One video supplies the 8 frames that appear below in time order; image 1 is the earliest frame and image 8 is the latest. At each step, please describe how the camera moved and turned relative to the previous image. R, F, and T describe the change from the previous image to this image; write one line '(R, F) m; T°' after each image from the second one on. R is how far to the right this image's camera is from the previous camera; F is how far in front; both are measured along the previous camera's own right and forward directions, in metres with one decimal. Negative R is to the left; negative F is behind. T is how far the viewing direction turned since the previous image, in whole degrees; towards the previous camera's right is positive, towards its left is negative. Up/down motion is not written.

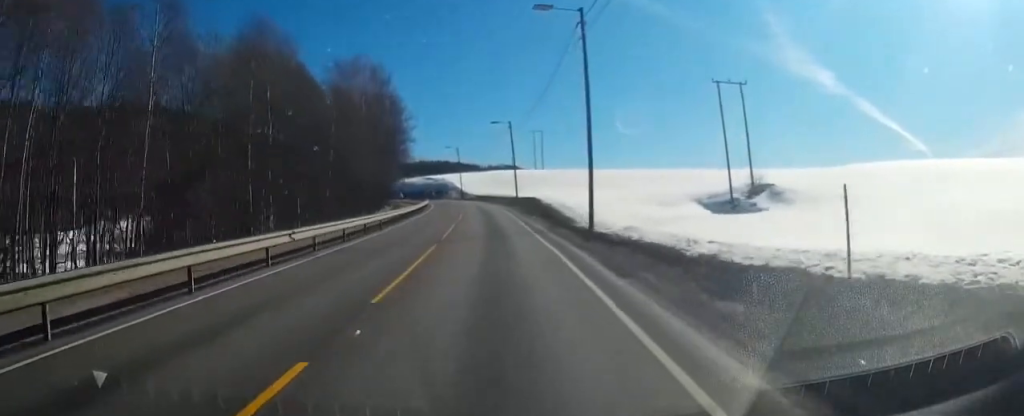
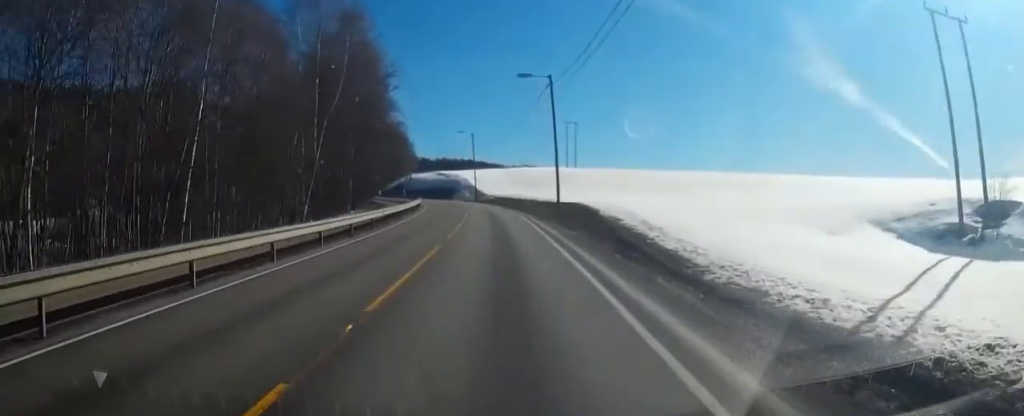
(-0.7, +24.0) m; -3°
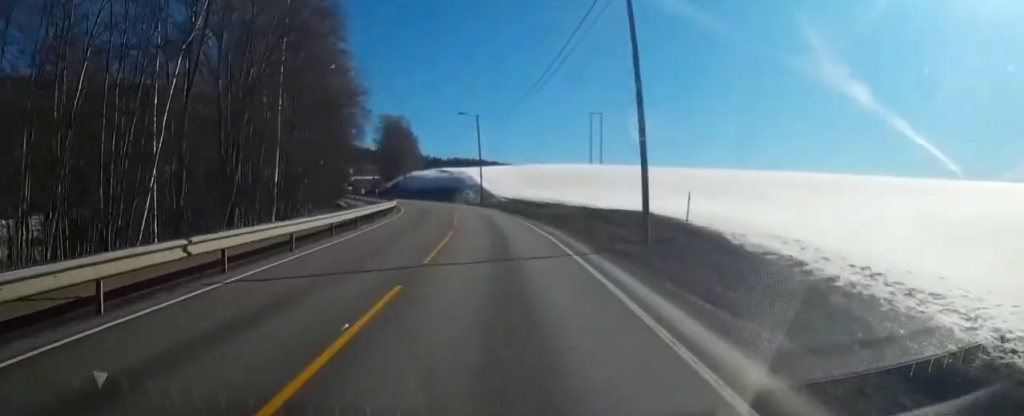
(-0.2, +18.9) m; -2°
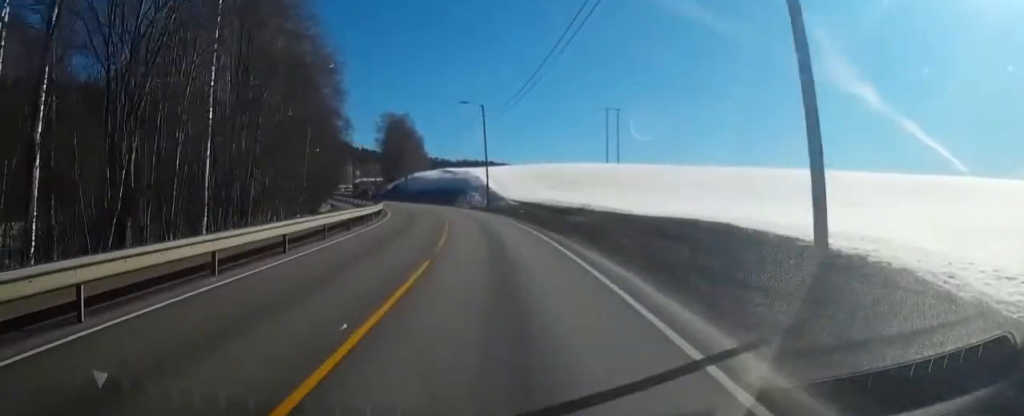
(-0.1, +8.5) m; -1°
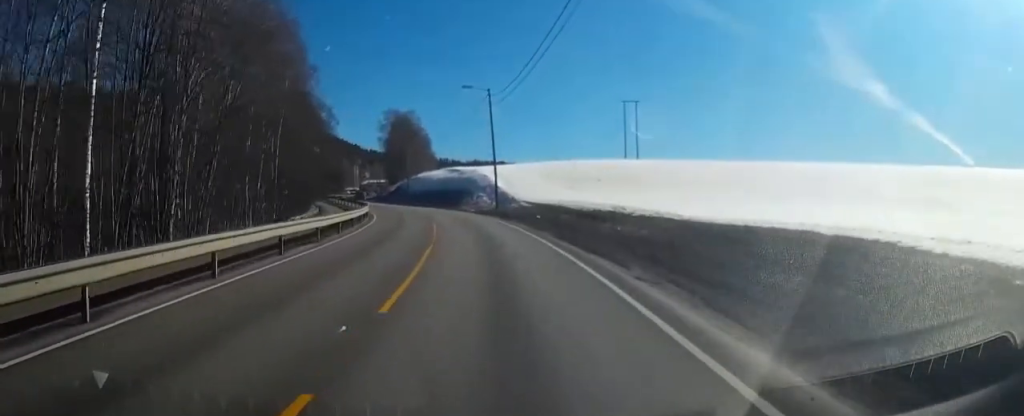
(-0.1, +7.9) m; -1°
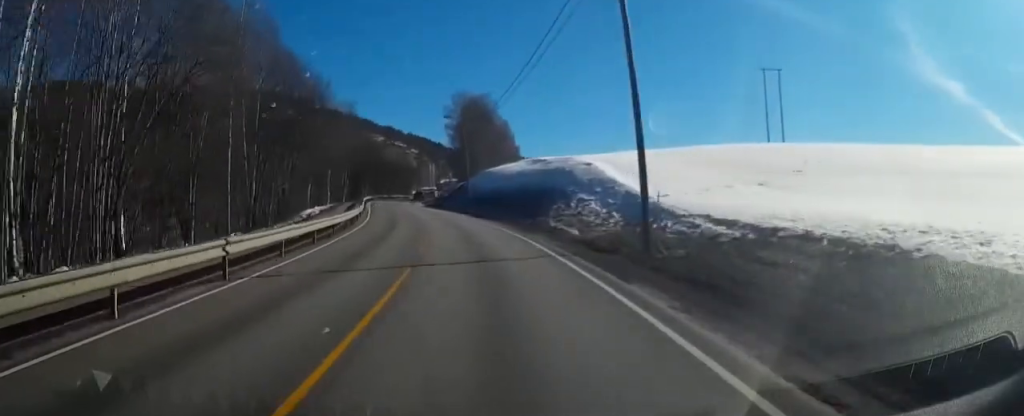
(-1.1, +27.5) m; -6°
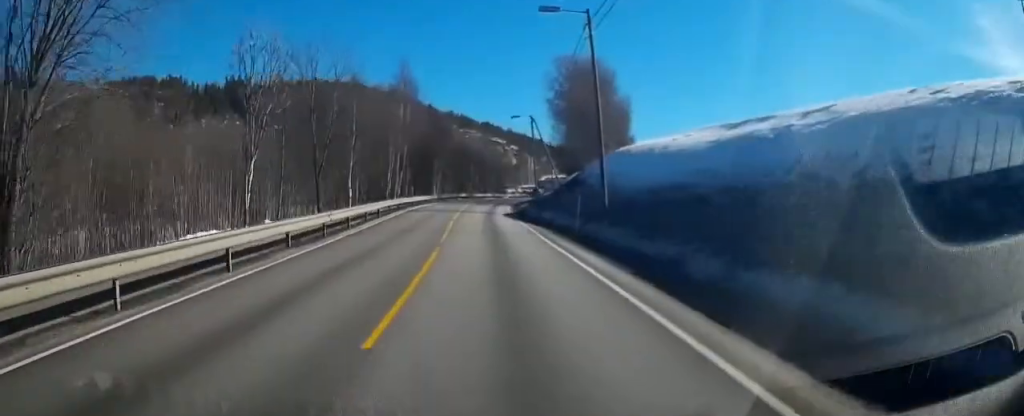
(-3.0, +32.0) m; -10°
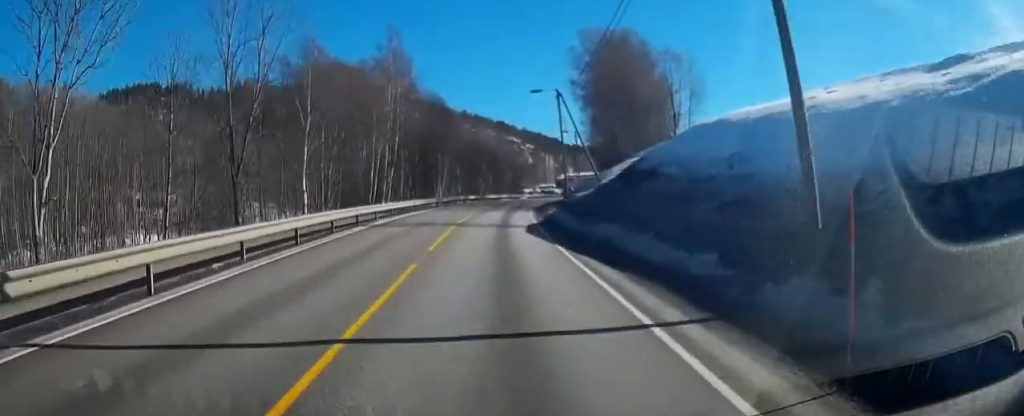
(-0.3, +14.3) m; -2°
